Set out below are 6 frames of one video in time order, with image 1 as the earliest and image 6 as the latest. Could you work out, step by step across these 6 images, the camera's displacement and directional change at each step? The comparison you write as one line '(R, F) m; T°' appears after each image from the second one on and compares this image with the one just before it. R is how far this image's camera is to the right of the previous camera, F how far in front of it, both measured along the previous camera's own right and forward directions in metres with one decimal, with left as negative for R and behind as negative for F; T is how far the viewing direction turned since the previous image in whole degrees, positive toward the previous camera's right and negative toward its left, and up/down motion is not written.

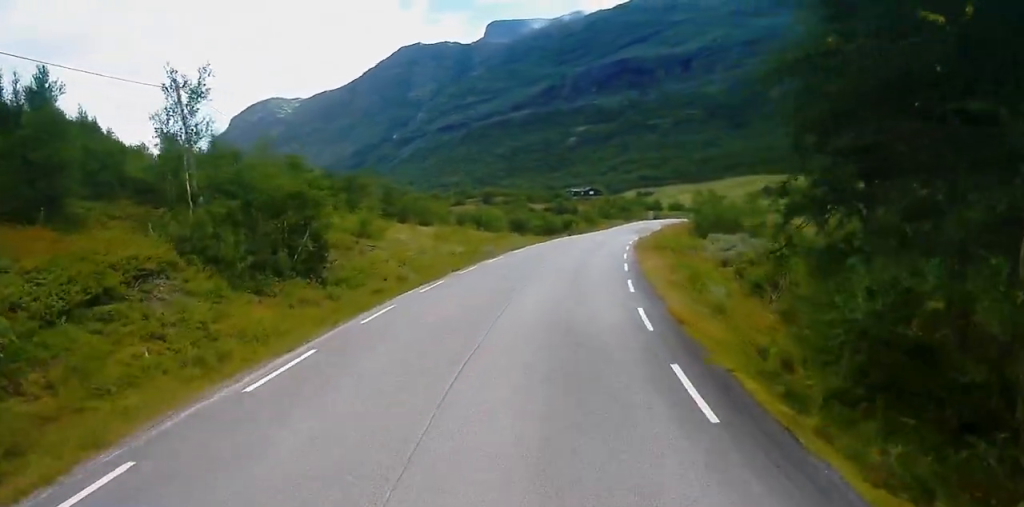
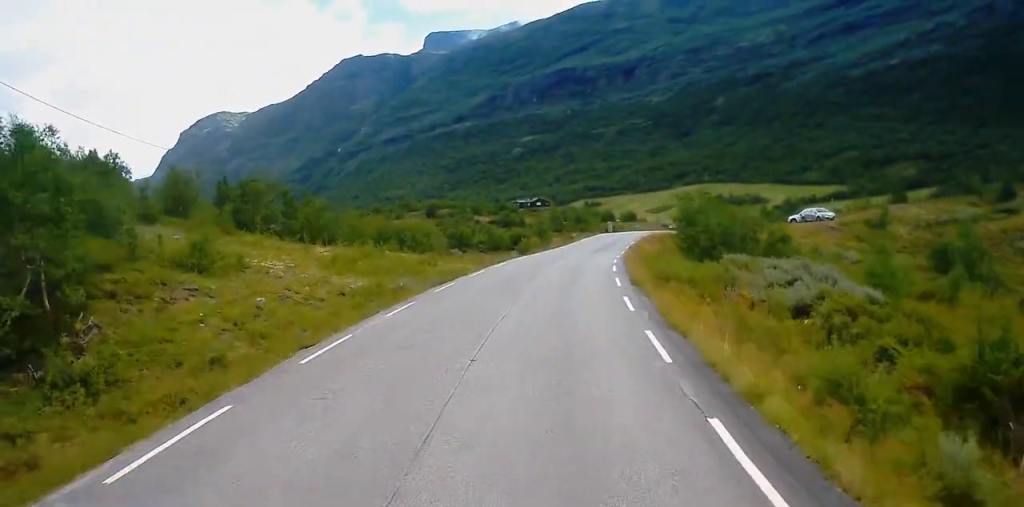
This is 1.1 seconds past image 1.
(+0.8, +14.9) m; +5°
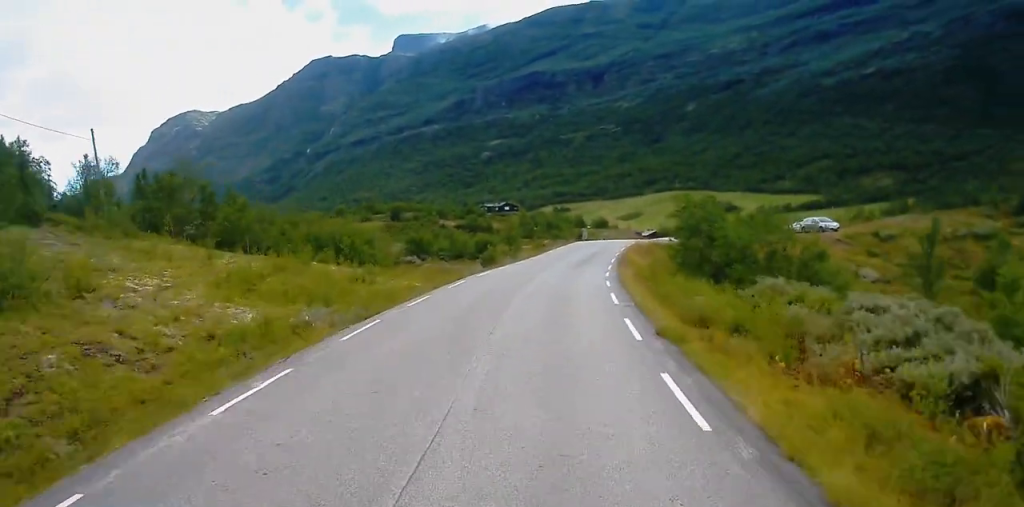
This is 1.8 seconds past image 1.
(+0.2, +9.1) m; +2°
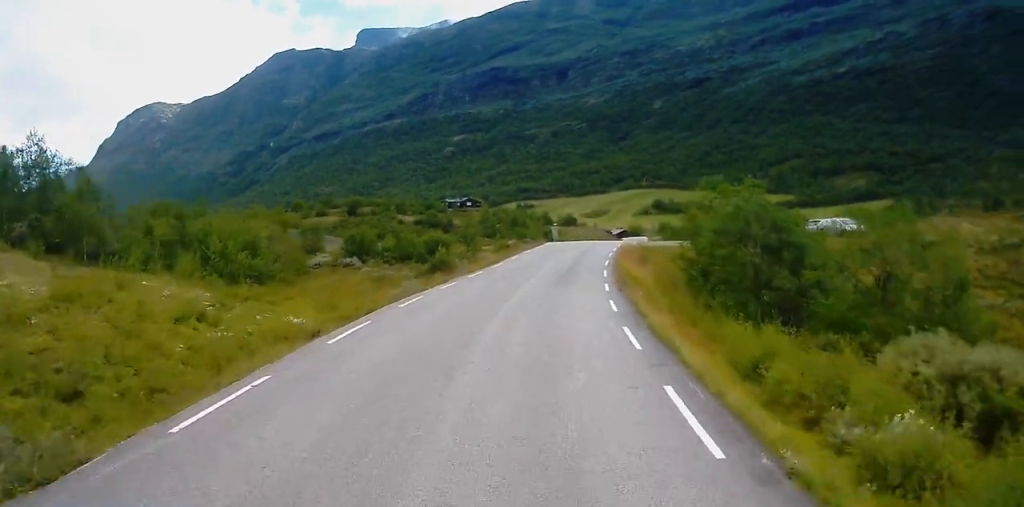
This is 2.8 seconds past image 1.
(+0.1, +13.0) m; +2°
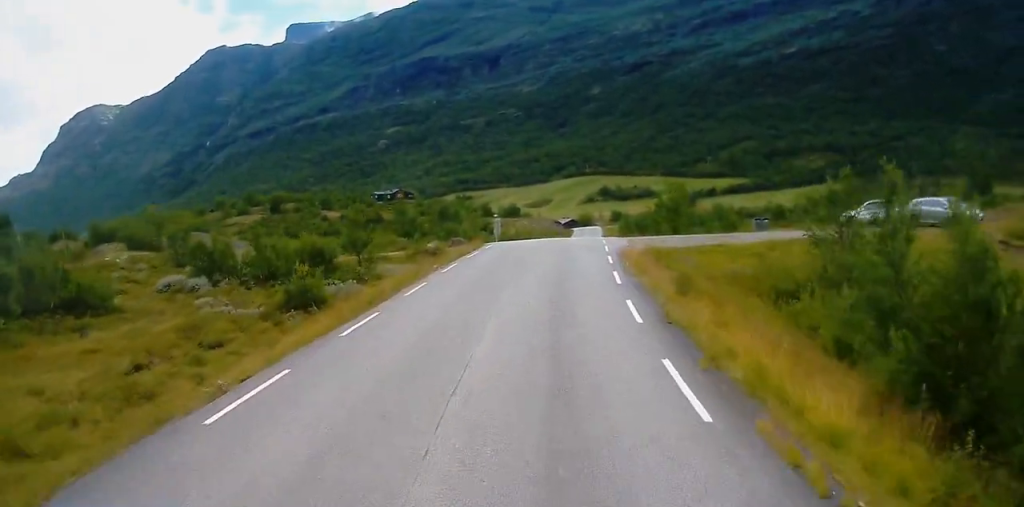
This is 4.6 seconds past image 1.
(+0.8, +23.2) m; +2°
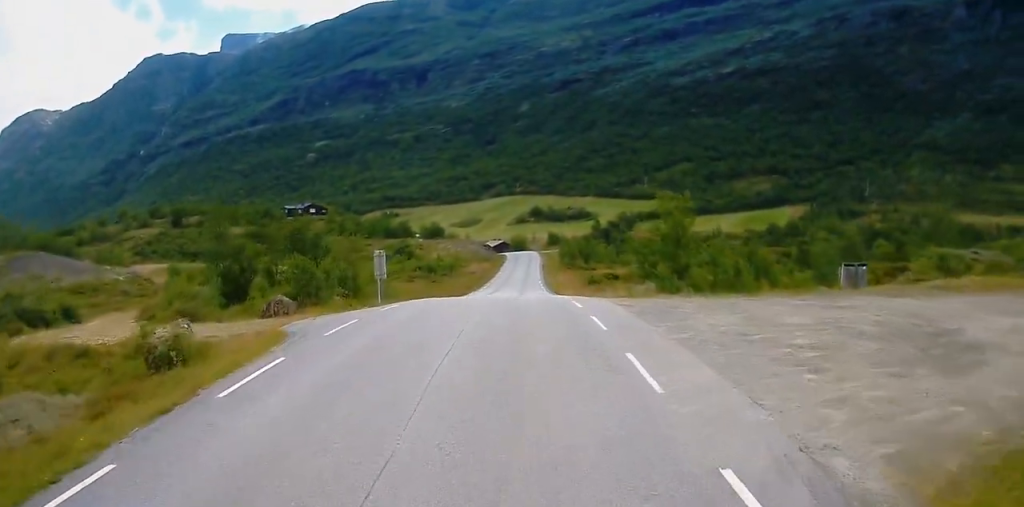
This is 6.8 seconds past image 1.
(+2.3, +28.1) m; +8°
